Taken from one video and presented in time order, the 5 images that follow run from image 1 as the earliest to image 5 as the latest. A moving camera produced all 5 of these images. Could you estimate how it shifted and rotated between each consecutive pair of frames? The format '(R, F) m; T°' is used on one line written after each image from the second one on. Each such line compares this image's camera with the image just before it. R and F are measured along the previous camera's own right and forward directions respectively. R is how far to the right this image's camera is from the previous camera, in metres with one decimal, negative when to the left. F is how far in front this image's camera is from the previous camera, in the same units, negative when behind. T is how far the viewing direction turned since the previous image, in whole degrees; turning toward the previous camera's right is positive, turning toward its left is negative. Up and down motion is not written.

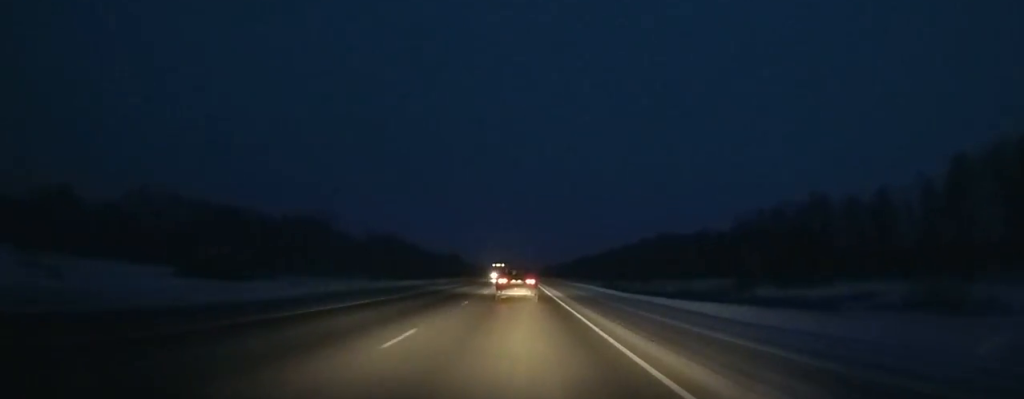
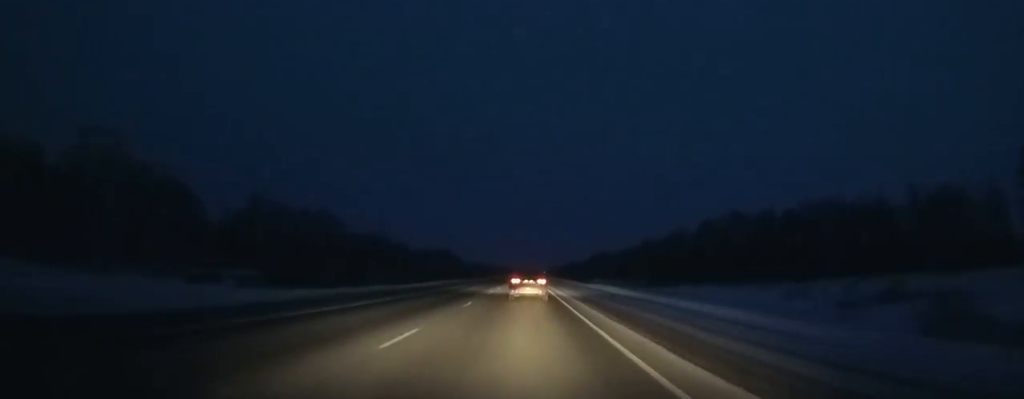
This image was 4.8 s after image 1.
(+0.2, +108.0) m; 0°
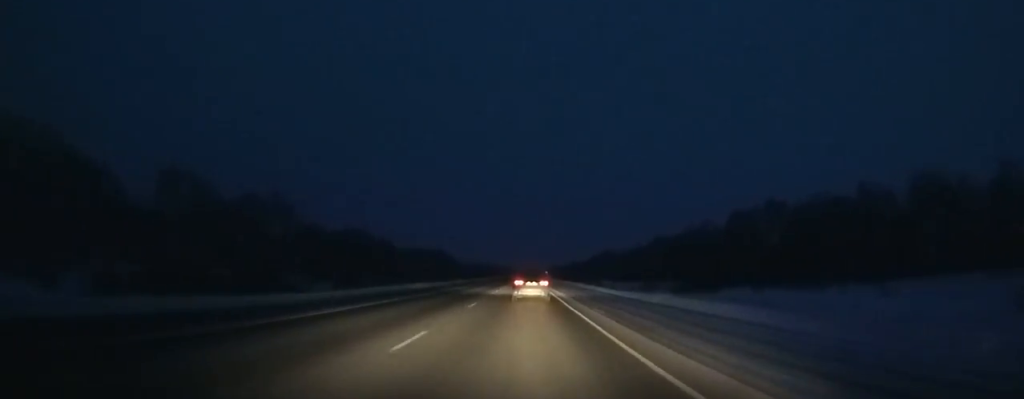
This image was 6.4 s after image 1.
(0.0, +36.2) m; 0°
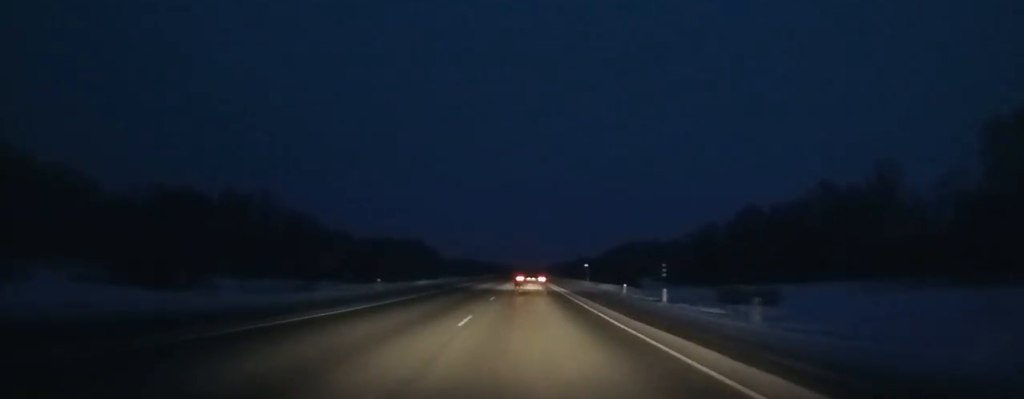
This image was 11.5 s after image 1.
(-0.2, +115.1) m; 0°
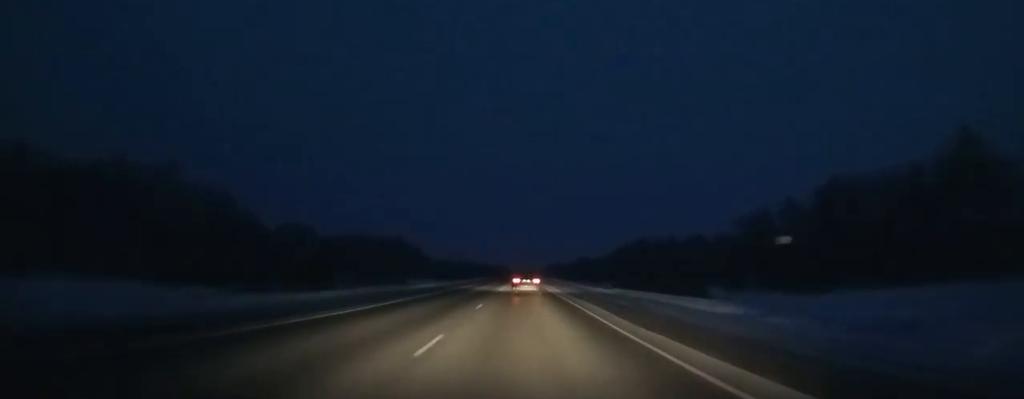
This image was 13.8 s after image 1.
(+0.2, +51.6) m; 0°
